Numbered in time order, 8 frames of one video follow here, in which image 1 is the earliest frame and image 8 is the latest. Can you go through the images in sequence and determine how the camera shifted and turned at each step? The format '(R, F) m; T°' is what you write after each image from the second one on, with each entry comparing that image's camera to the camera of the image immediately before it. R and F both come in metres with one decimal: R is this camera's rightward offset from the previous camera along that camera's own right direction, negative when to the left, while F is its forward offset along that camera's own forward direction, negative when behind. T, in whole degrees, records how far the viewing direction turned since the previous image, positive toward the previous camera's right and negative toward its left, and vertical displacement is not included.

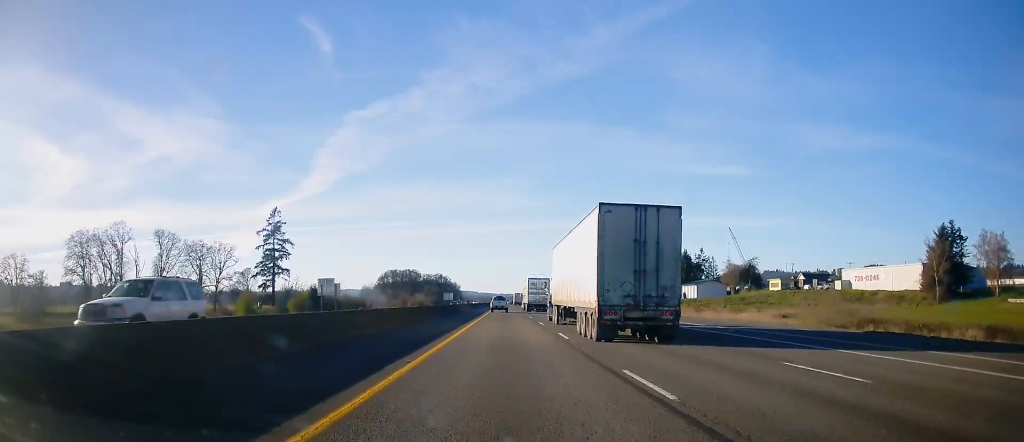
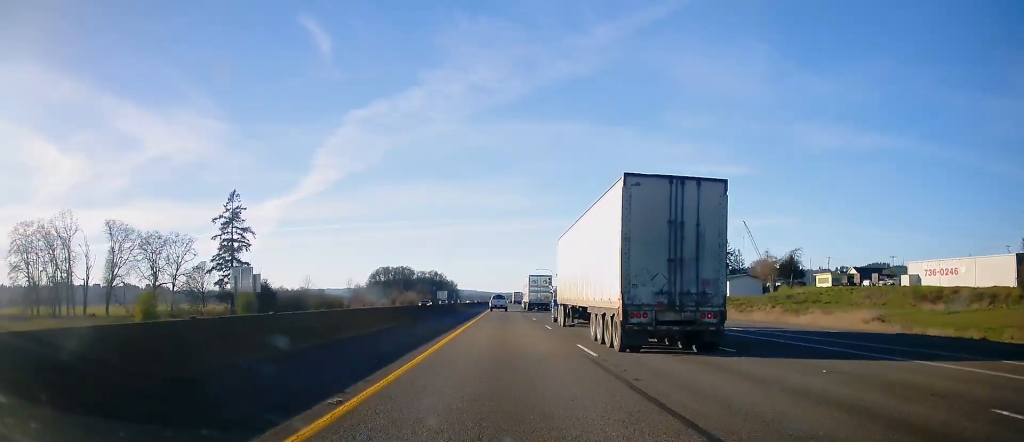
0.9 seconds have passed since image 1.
(+0.1, +30.7) m; 0°
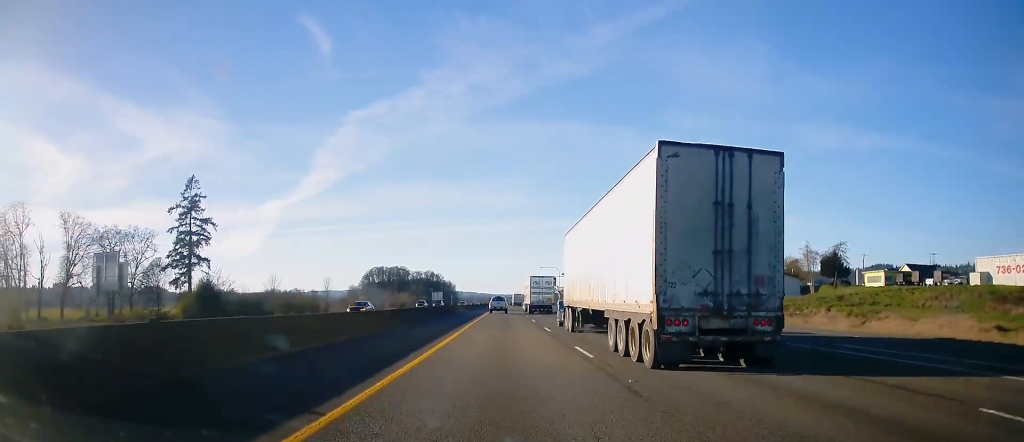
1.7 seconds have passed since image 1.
(-0.1, +24.0) m; 0°
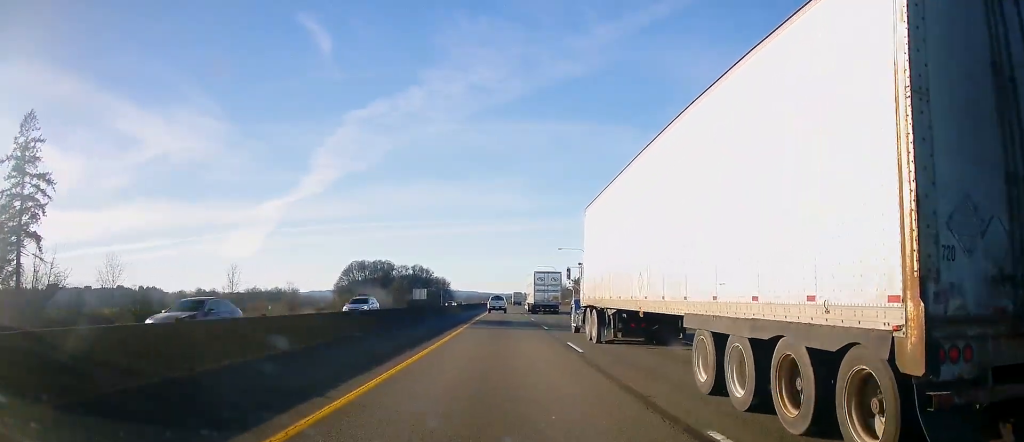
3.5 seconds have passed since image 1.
(0.0, +59.5) m; 0°
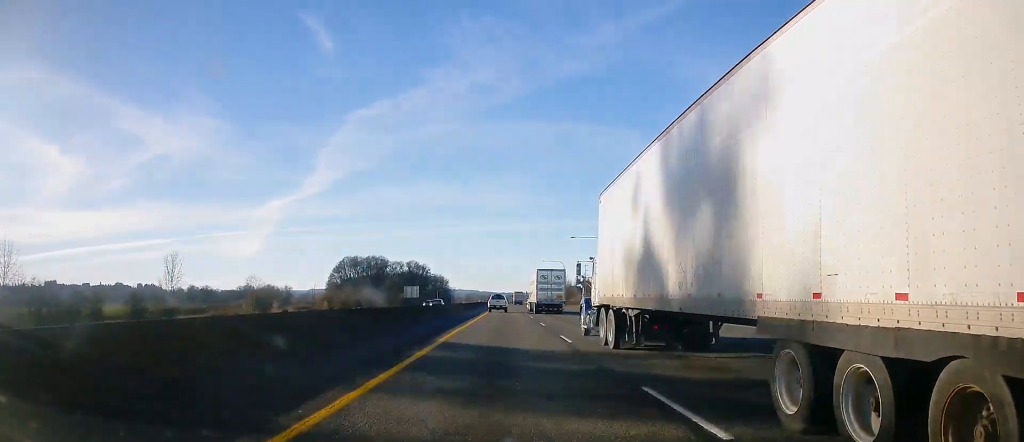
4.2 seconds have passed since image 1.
(-0.2, +21.5) m; 0°
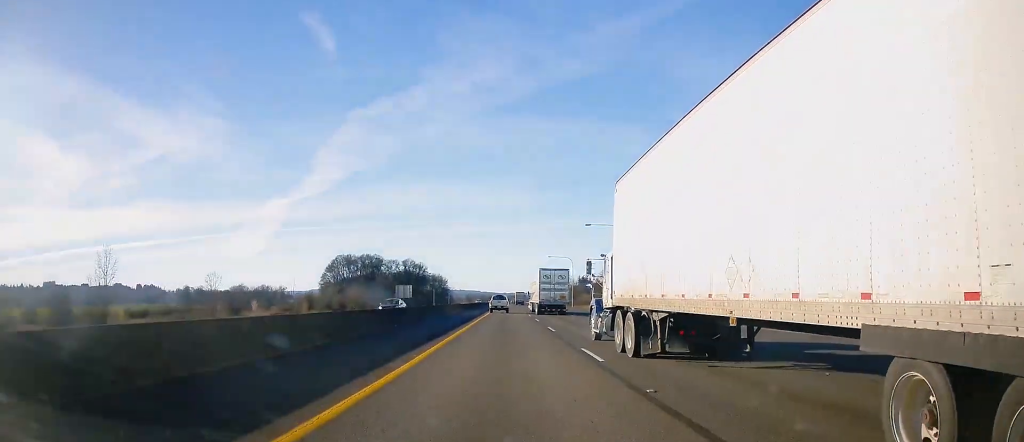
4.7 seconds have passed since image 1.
(0.0, +17.2) m; 0°
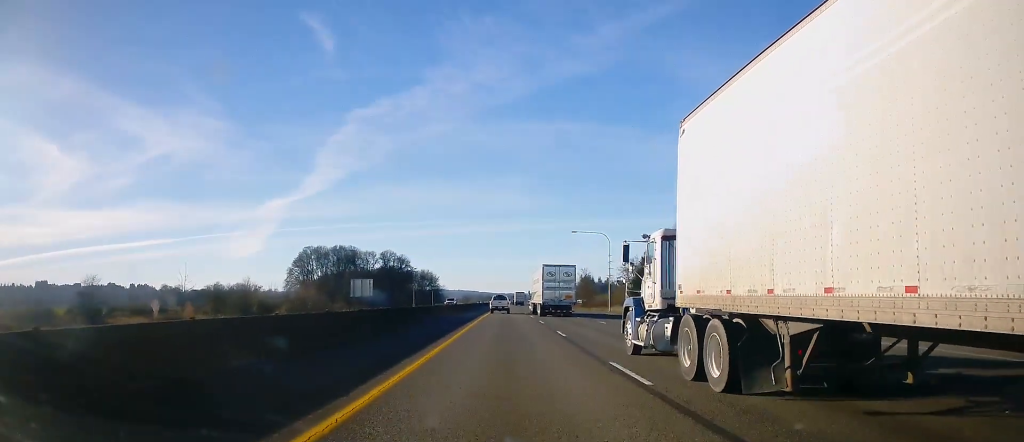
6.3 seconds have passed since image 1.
(+0.4, +52.2) m; 0°
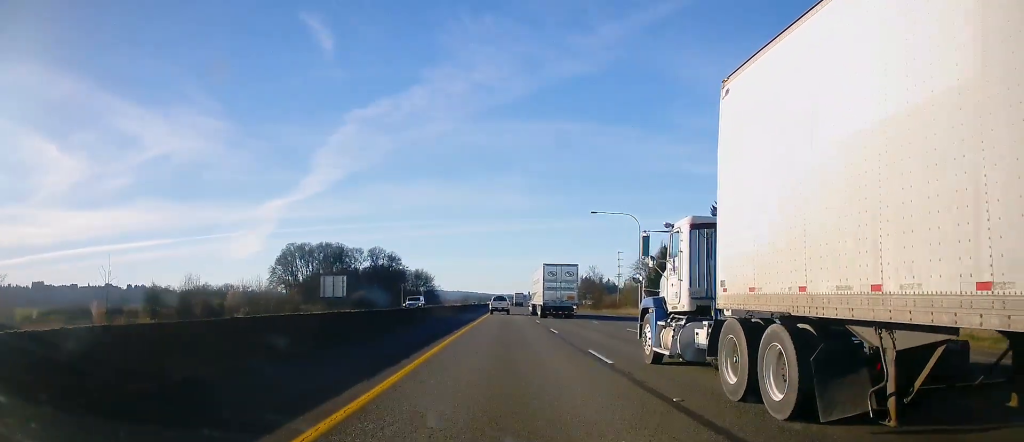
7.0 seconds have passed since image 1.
(-0.2, +21.3) m; 0°
